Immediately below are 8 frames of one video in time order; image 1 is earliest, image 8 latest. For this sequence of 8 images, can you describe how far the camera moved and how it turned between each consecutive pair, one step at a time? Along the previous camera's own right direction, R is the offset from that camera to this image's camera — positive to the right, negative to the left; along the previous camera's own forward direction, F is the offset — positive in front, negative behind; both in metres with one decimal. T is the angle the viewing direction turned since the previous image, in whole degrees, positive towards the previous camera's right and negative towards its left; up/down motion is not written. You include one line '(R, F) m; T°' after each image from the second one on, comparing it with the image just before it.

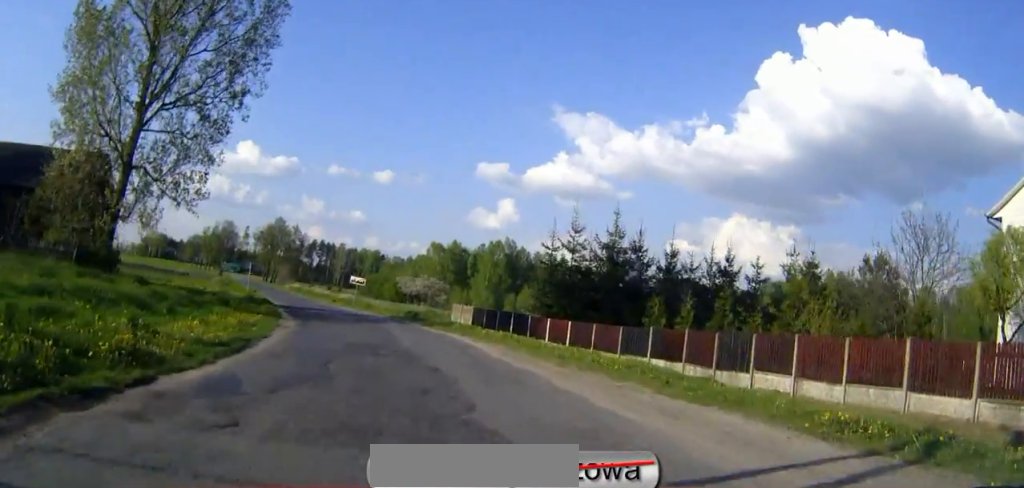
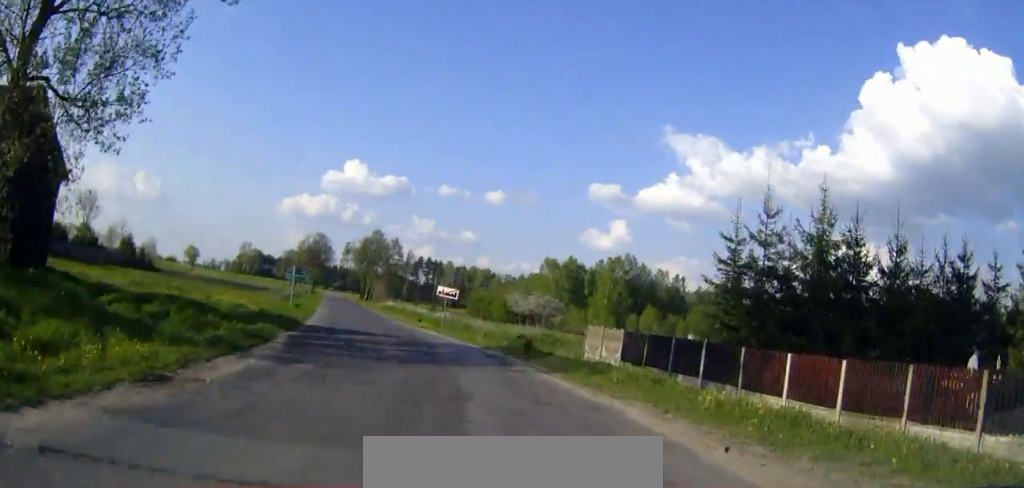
(-1.0, +16.2) m; -8°
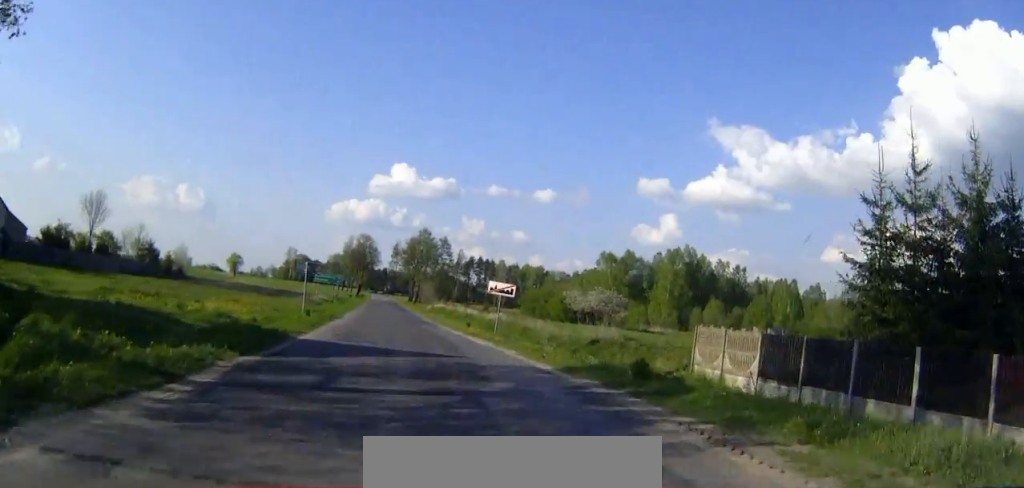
(-0.4, +8.4) m; -4°
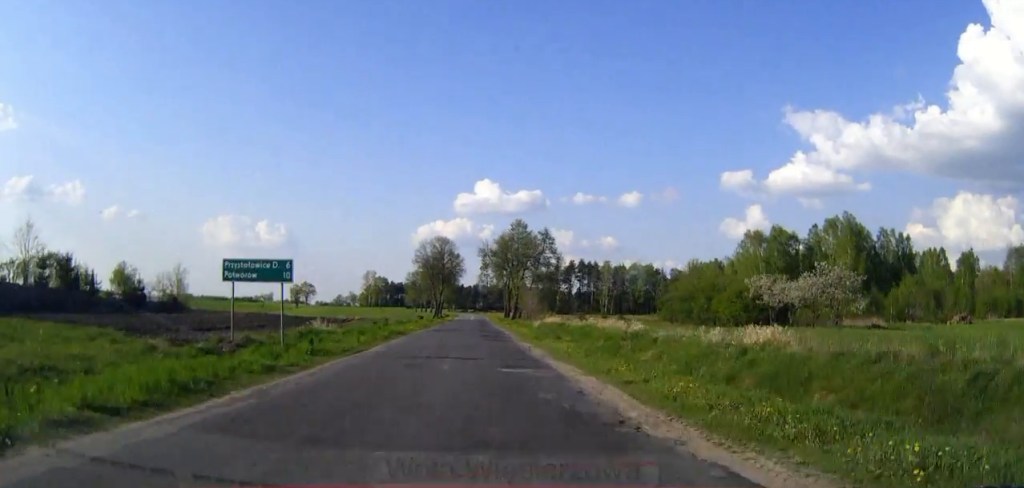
(-4.8, +41.1) m; -10°
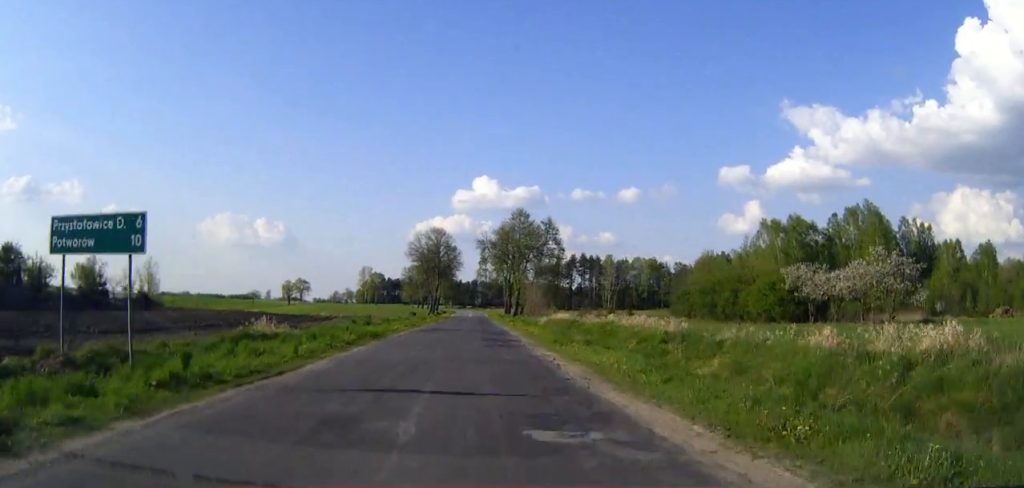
(-0.1, +9.3) m; 0°
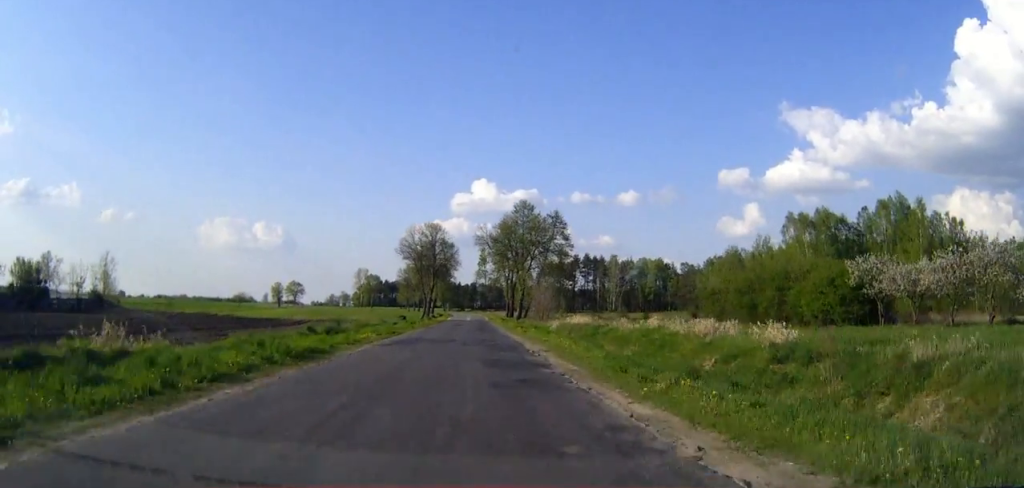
(0.0, +12.2) m; 0°
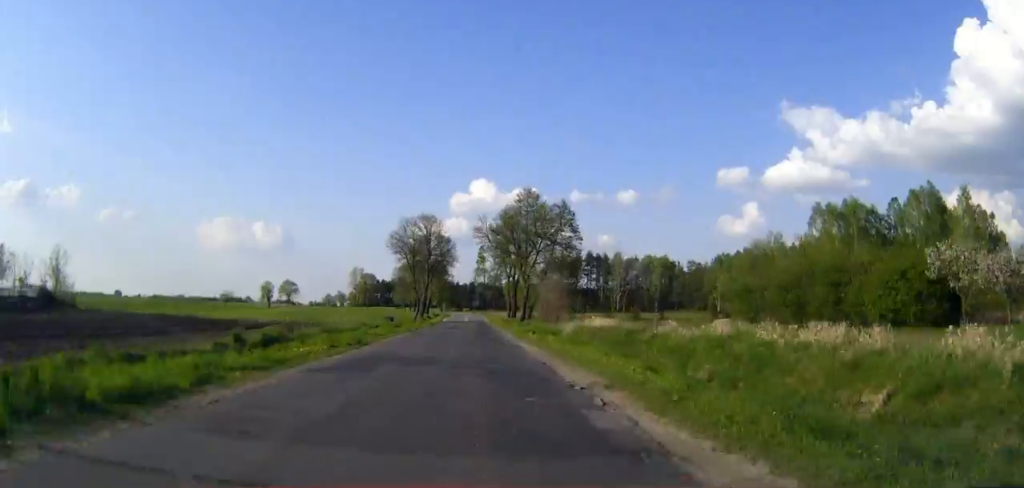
(0.0, +10.9) m; 0°
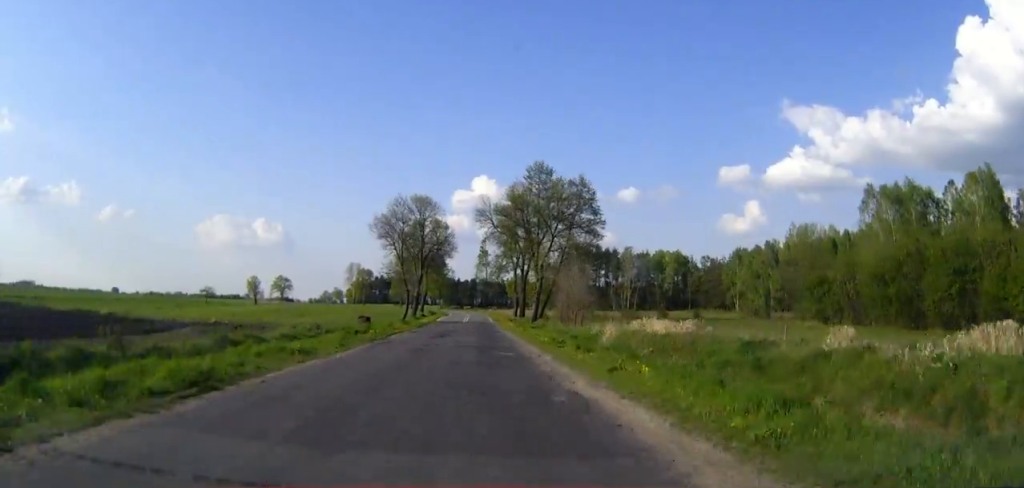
(0.0, +16.1) m; 0°
